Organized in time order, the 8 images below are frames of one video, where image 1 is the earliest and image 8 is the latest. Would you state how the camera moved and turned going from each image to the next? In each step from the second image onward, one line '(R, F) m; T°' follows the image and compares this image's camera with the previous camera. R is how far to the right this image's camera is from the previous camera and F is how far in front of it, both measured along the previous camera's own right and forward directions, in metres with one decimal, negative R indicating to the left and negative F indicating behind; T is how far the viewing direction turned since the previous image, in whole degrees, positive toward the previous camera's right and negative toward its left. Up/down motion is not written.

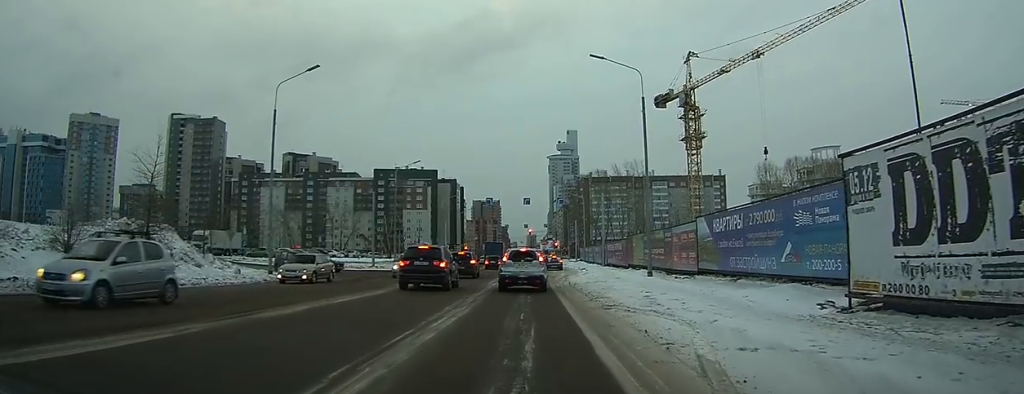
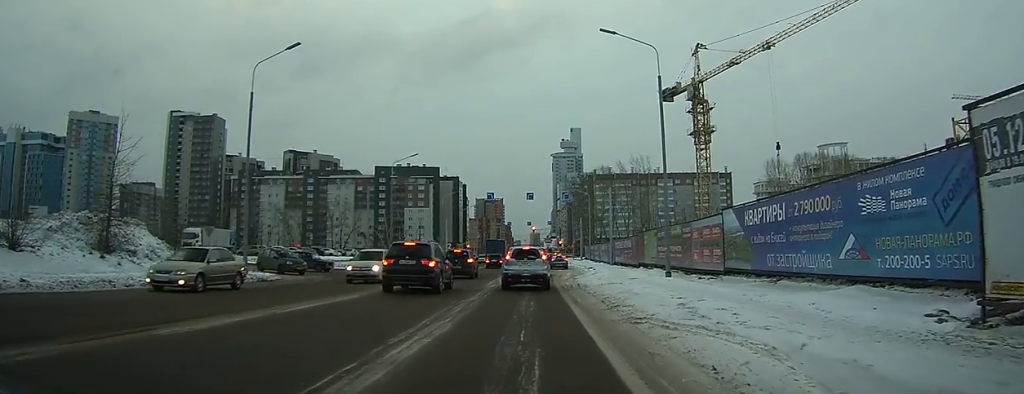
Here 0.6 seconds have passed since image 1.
(0.0, +3.7) m; +1°
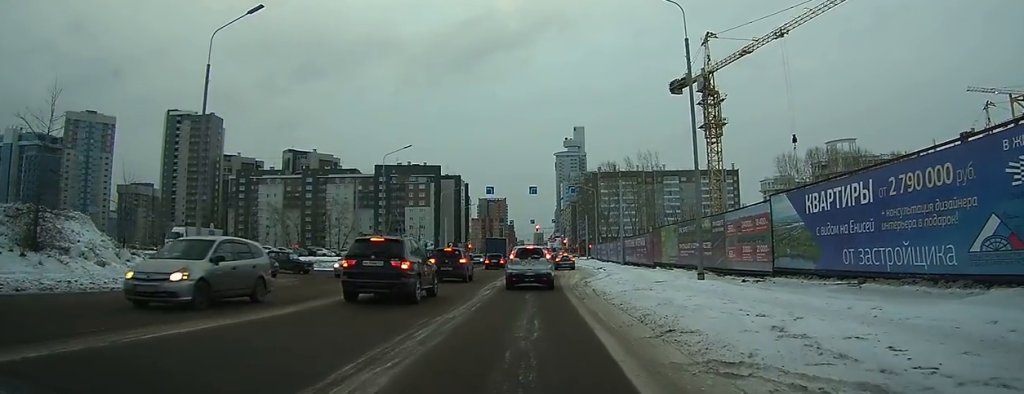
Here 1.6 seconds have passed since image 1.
(+0.1, +5.1) m; -1°
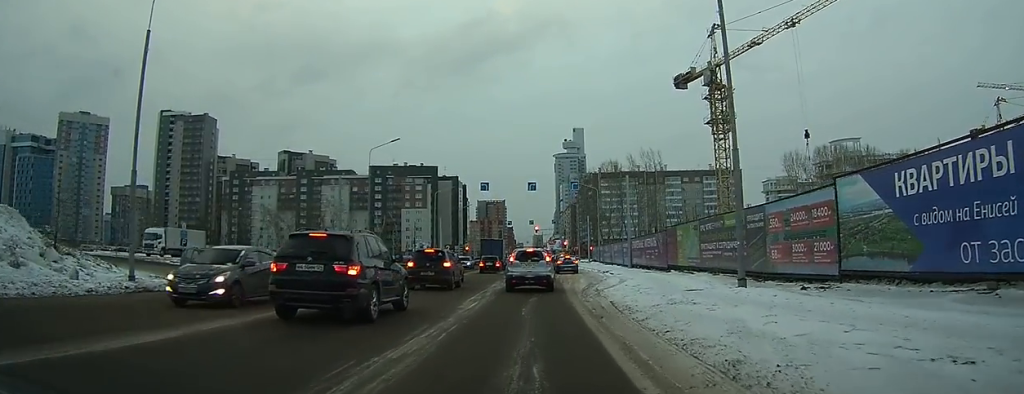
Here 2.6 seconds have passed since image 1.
(-0.1, +4.9) m; -1°
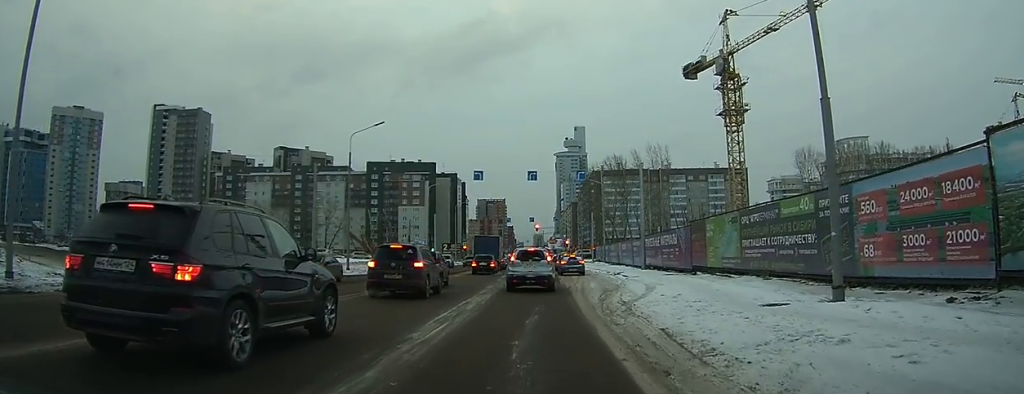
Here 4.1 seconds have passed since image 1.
(0.0, +6.1) m; -1°
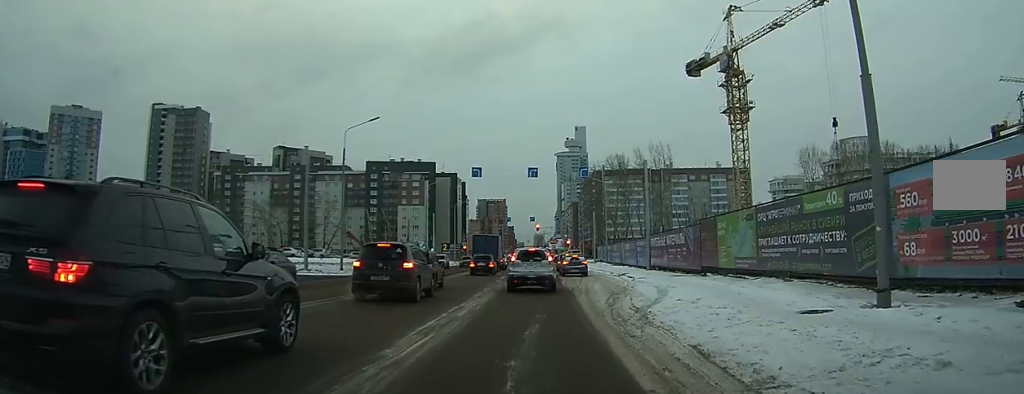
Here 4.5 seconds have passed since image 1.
(-0.1, +1.8) m; 0°
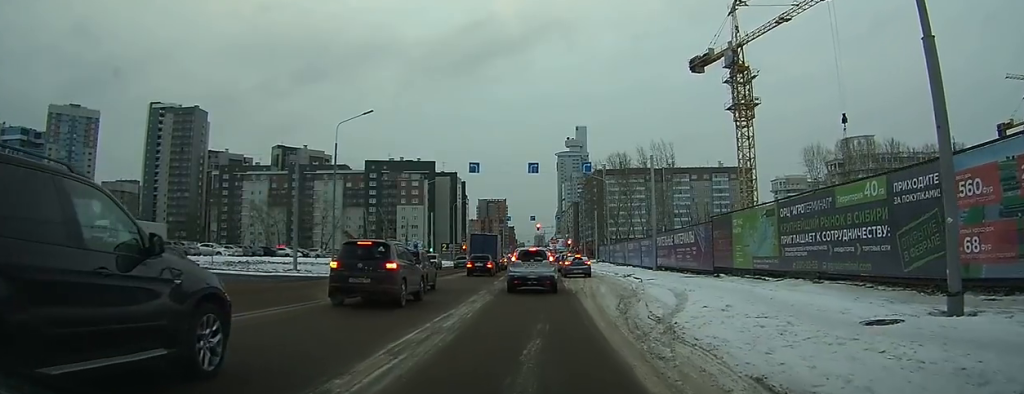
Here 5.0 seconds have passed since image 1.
(0.0, +2.1) m; +1°
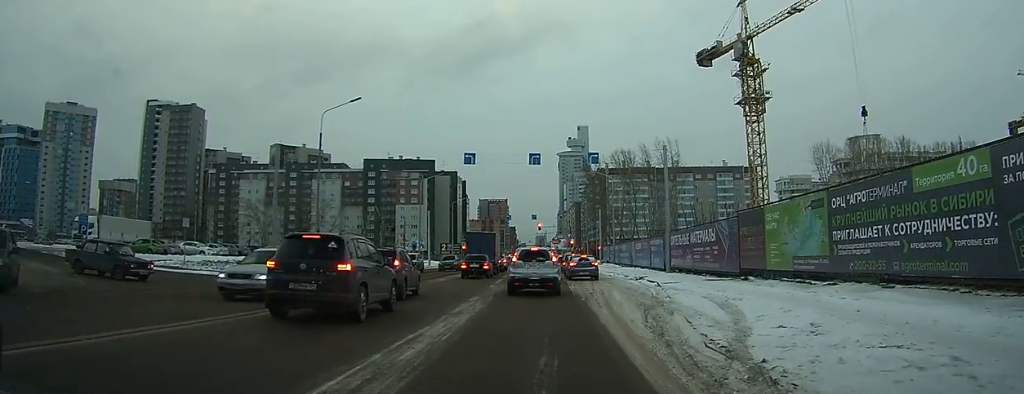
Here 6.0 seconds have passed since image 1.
(+0.1, +3.7) m; +2°
